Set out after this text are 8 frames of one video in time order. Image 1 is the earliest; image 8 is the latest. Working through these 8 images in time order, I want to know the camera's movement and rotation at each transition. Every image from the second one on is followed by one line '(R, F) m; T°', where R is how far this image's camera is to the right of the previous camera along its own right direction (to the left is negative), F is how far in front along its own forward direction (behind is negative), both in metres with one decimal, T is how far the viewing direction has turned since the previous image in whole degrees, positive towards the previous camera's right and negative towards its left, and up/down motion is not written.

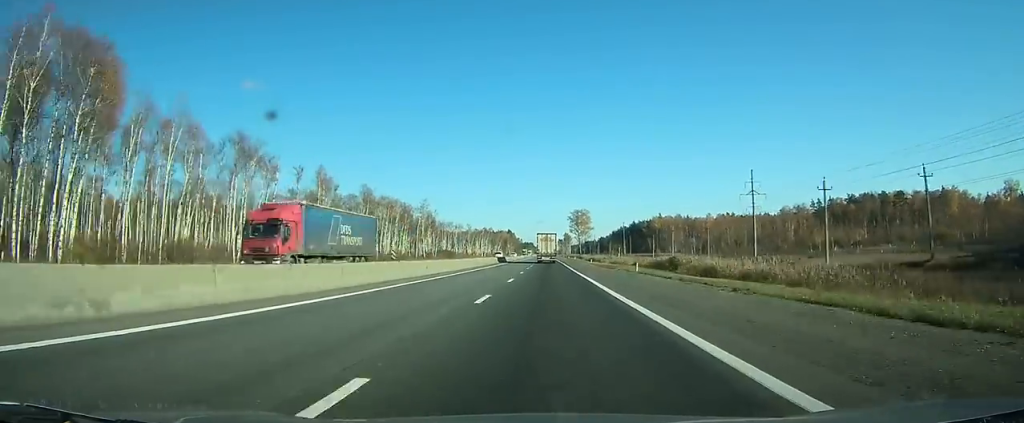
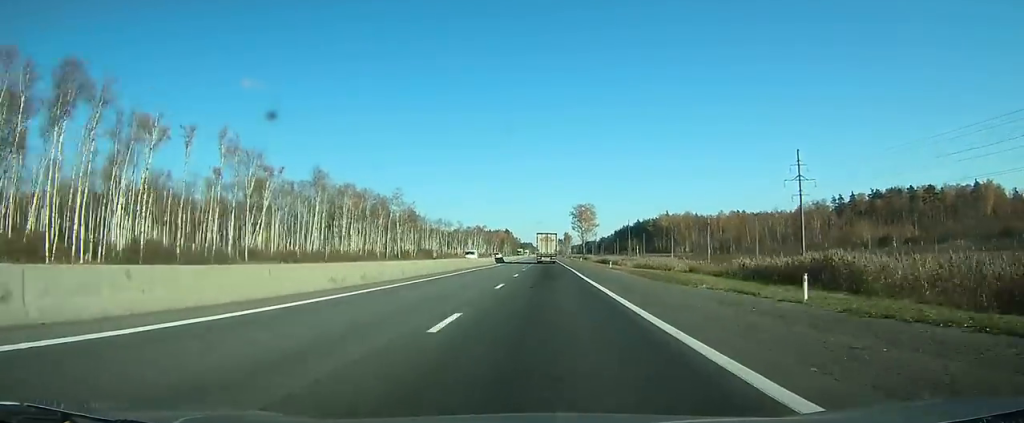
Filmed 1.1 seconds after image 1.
(0.0, +28.2) m; 0°
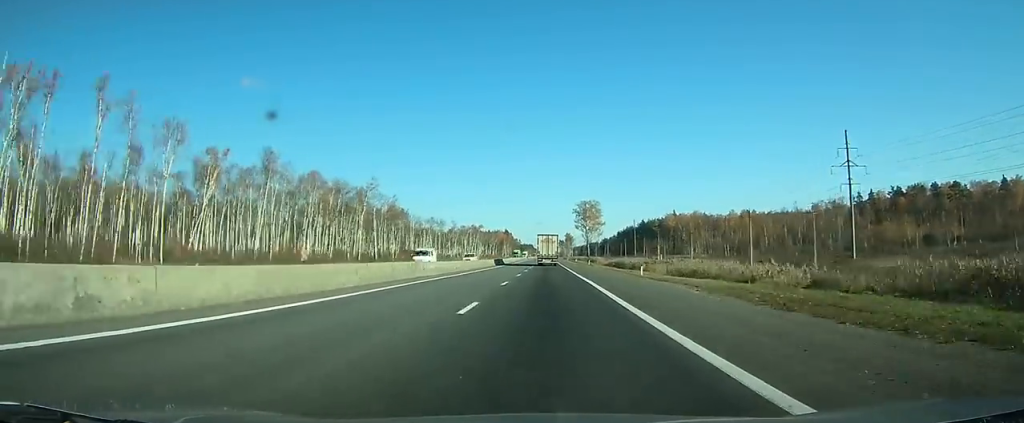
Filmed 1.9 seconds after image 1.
(0.0, +19.8) m; 0°
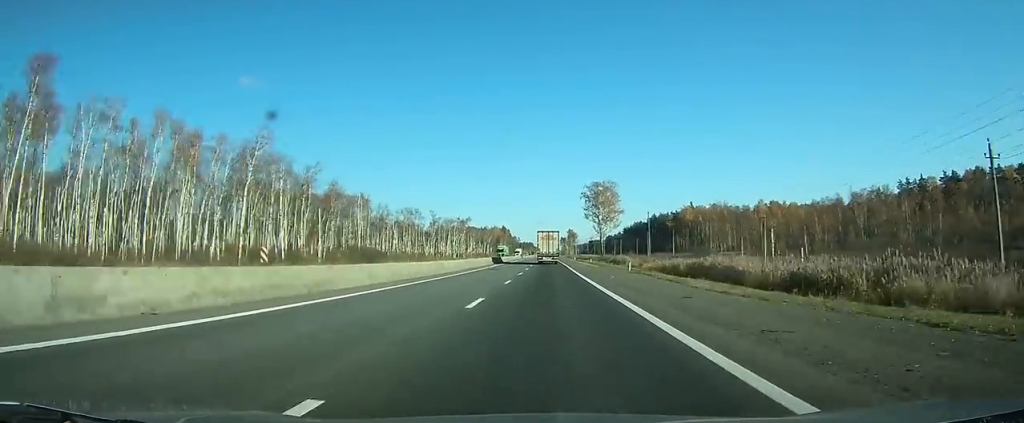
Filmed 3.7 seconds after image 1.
(-0.1, +47.0) m; 0°
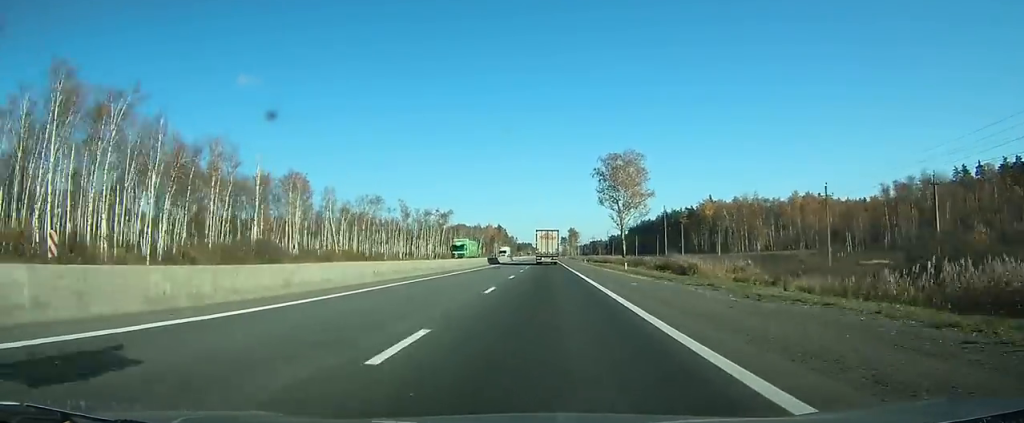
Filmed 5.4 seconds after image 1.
(0.0, +44.8) m; 0°
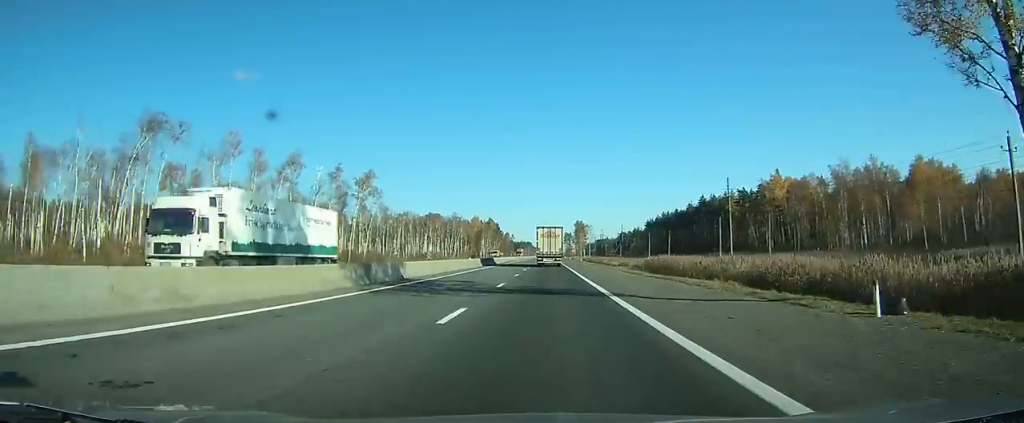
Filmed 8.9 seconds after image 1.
(-0.2, +92.1) m; 0°
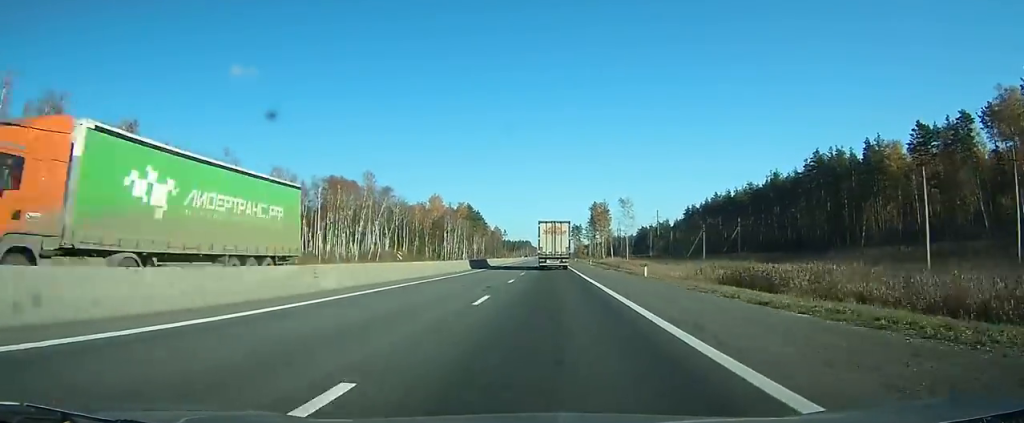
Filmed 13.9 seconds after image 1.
(-0.5, +126.1) m; 0°
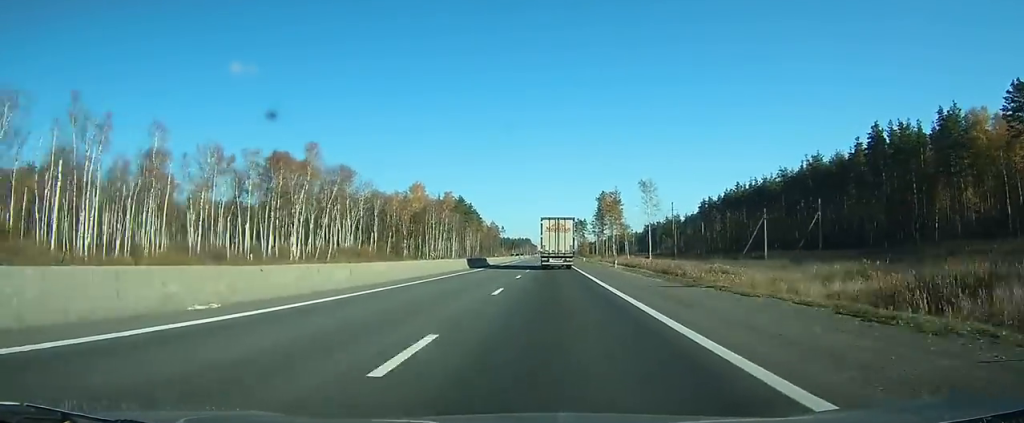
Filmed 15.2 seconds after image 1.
(0.0, +33.9) m; 0°
